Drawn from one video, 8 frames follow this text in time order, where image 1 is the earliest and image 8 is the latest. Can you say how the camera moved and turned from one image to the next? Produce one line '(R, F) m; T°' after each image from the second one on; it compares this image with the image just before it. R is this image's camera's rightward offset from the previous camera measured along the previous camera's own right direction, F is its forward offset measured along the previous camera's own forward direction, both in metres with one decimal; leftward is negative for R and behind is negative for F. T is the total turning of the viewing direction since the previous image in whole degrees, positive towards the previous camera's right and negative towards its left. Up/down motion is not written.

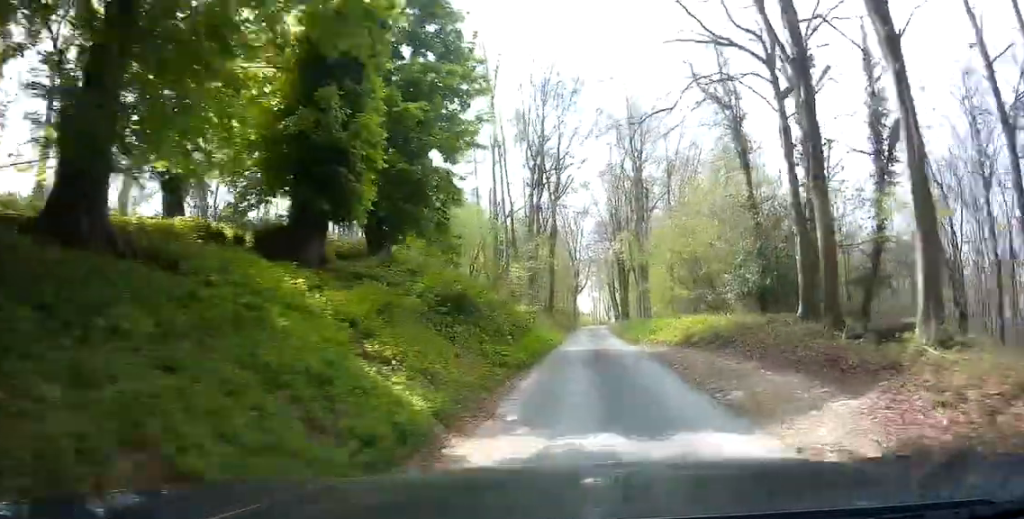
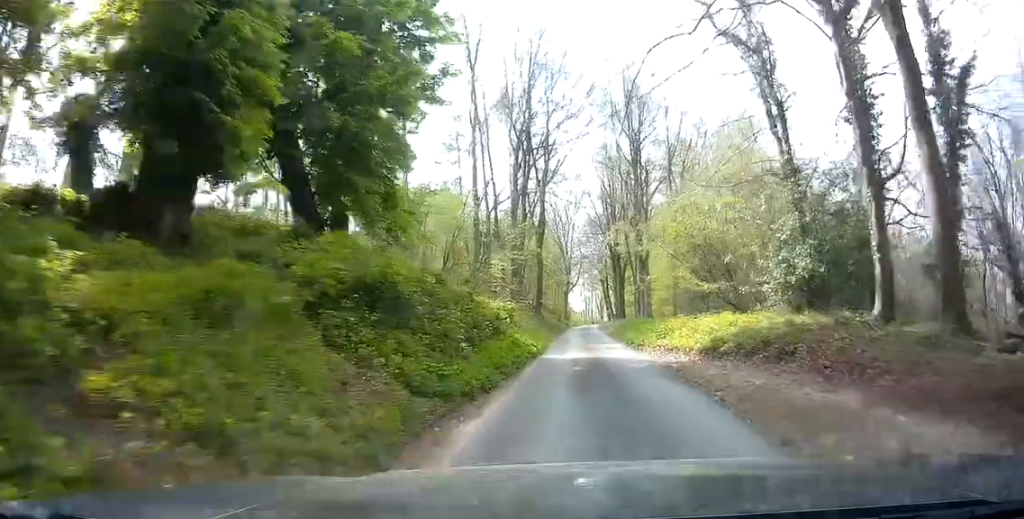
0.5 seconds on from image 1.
(-0.3, +3.6) m; -5°
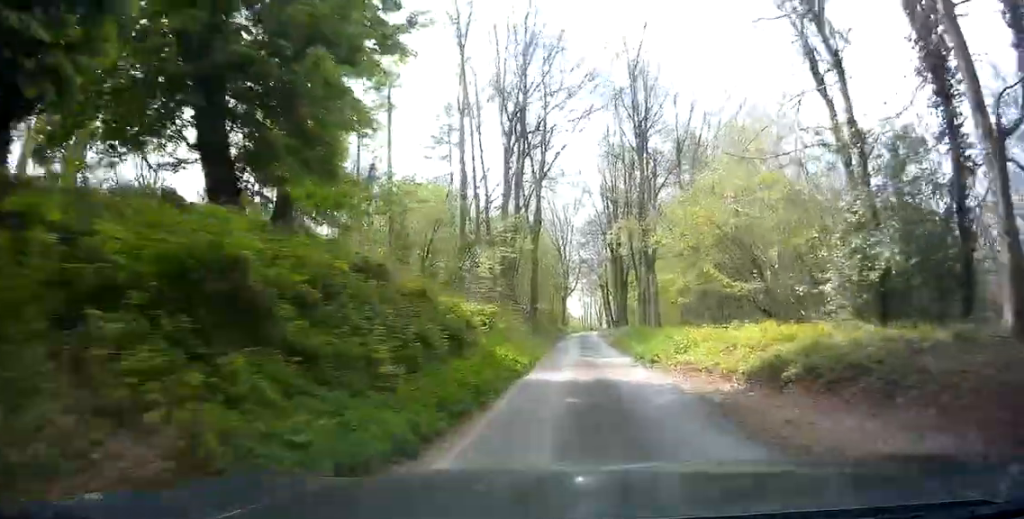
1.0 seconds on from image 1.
(-0.3, +3.1) m; -4°
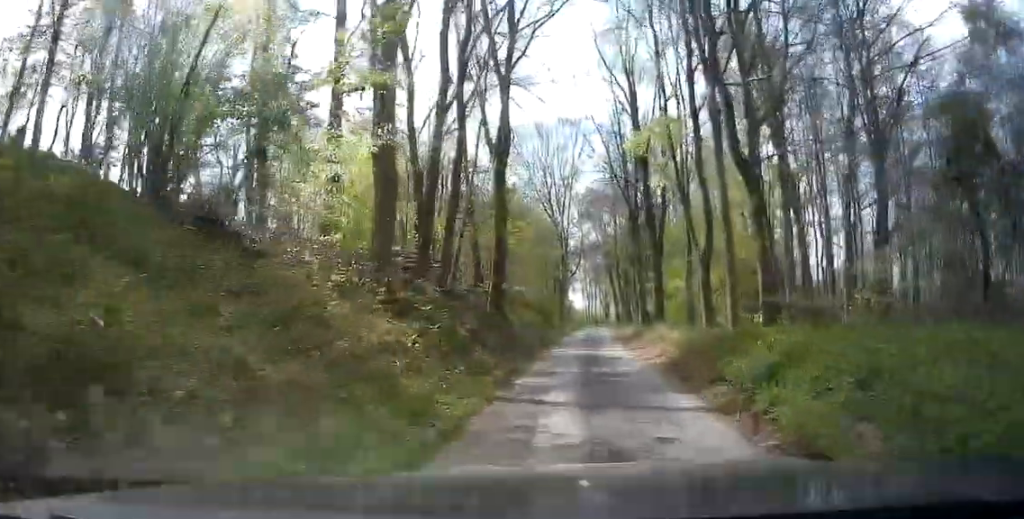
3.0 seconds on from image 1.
(-2.6, +14.7) m; -26°
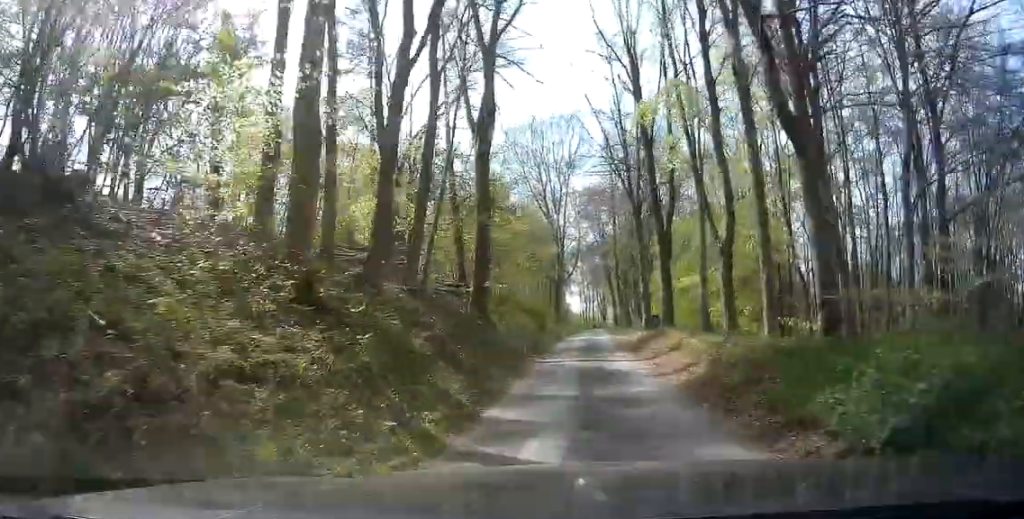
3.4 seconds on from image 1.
(-0.3, +3.3) m; -4°
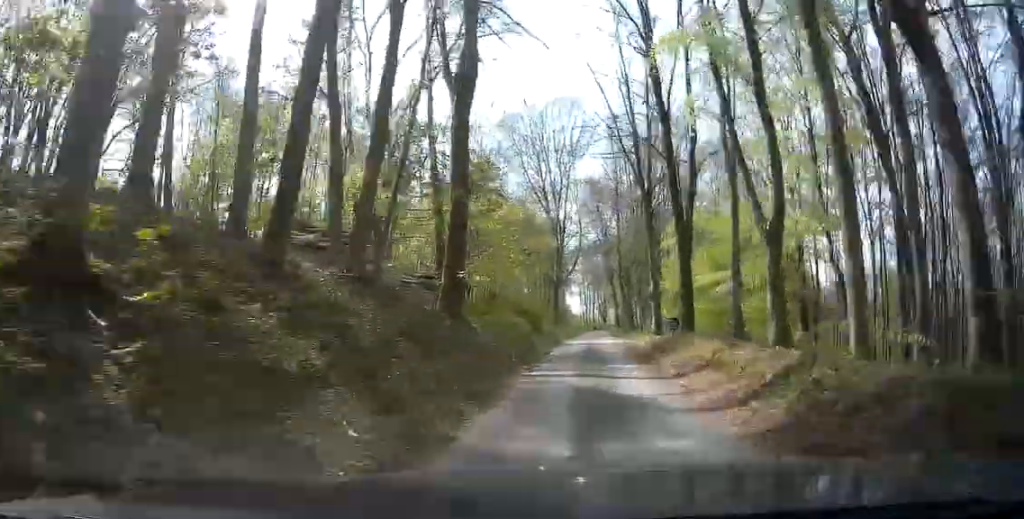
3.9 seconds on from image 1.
(-0.6, +4.2) m; -2°
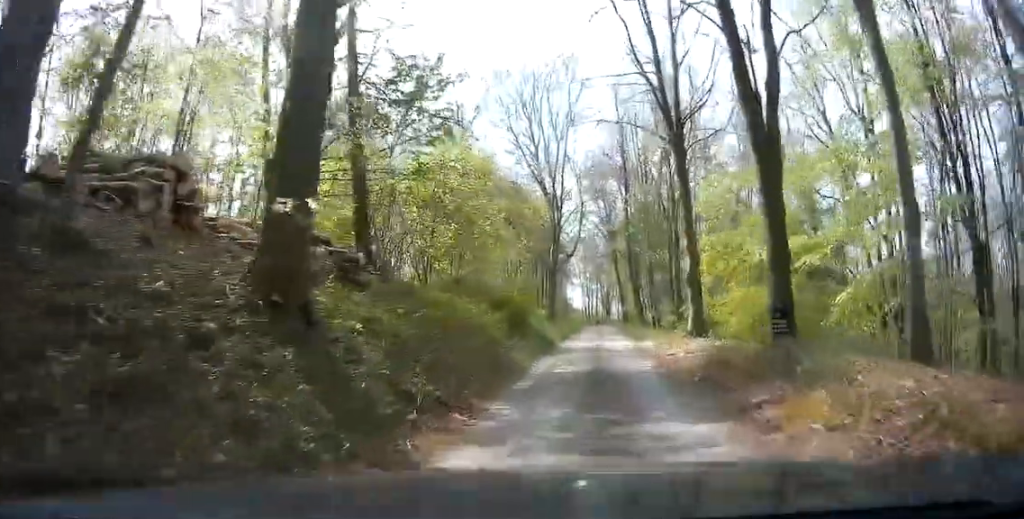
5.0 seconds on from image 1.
(+0.2, +10.4) m; +8°
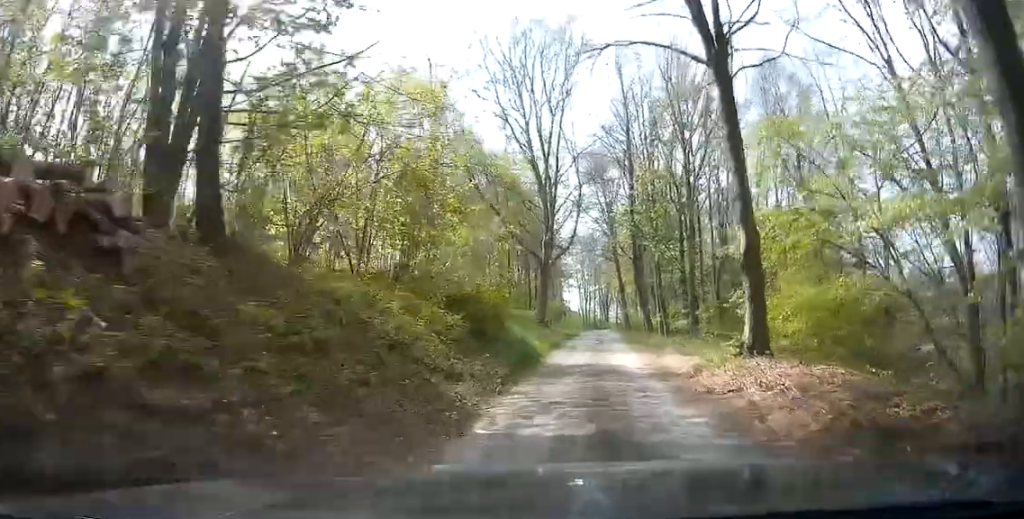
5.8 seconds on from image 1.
(+0.7, +7.9) m; +1°
